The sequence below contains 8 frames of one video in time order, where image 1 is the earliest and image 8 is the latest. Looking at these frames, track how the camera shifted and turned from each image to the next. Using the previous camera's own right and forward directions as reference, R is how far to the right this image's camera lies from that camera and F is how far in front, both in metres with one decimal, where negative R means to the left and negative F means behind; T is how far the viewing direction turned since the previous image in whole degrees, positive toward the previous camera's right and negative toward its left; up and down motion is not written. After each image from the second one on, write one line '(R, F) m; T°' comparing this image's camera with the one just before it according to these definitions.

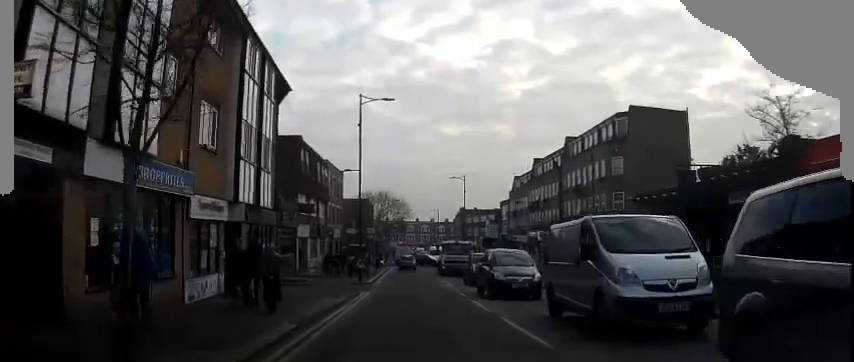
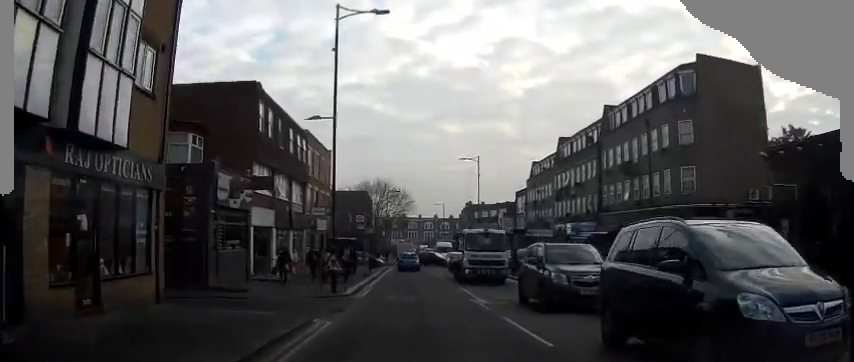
(0.0, +12.2) m; 0°
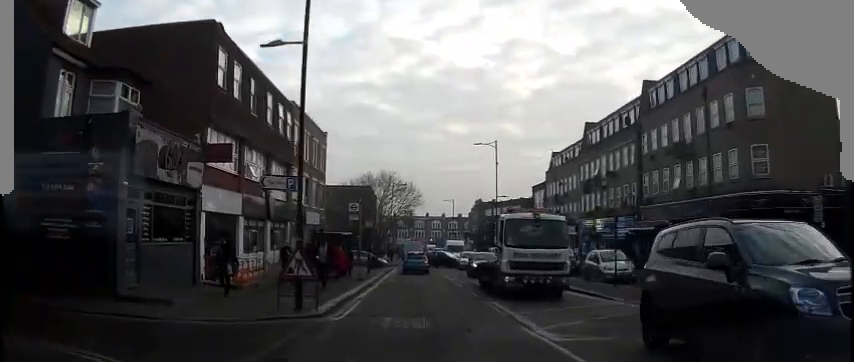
(0.0, +7.8) m; 0°
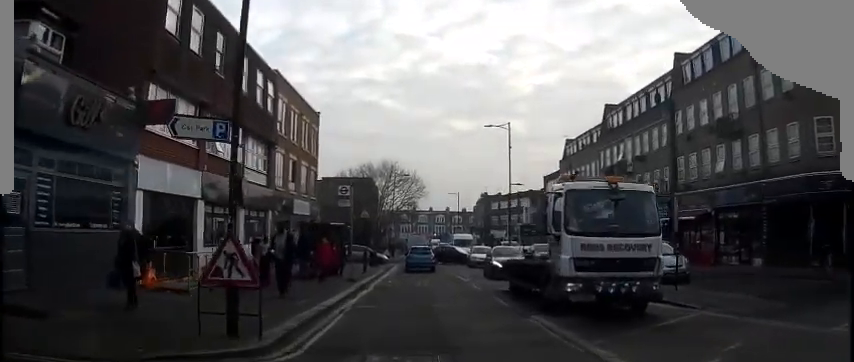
(-0.1, +5.4) m; 0°
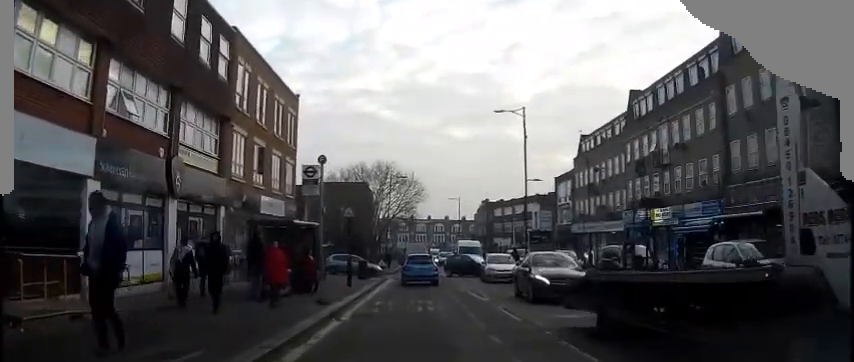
(+0.1, +7.3) m; -1°
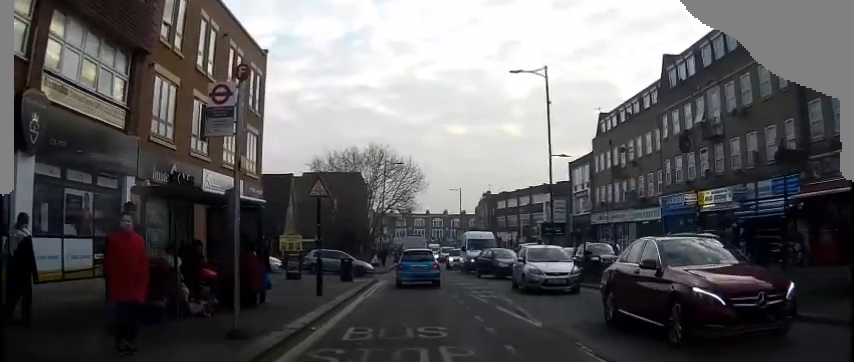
(-0.1, +7.8) m; 0°
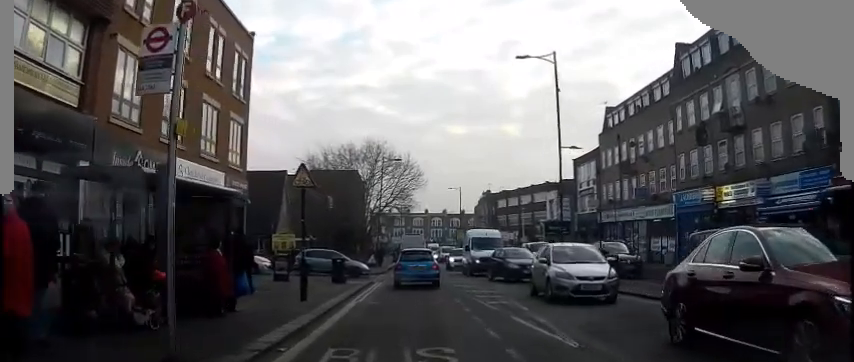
(0.0, +2.5) m; +1°
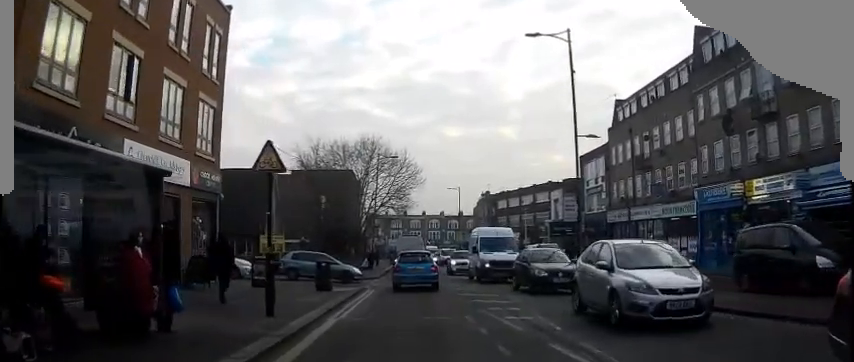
(0.0, +3.5) m; 0°
